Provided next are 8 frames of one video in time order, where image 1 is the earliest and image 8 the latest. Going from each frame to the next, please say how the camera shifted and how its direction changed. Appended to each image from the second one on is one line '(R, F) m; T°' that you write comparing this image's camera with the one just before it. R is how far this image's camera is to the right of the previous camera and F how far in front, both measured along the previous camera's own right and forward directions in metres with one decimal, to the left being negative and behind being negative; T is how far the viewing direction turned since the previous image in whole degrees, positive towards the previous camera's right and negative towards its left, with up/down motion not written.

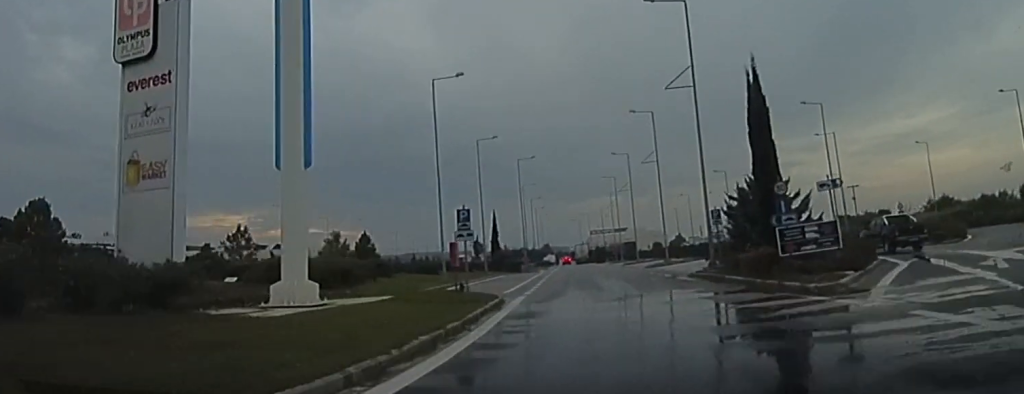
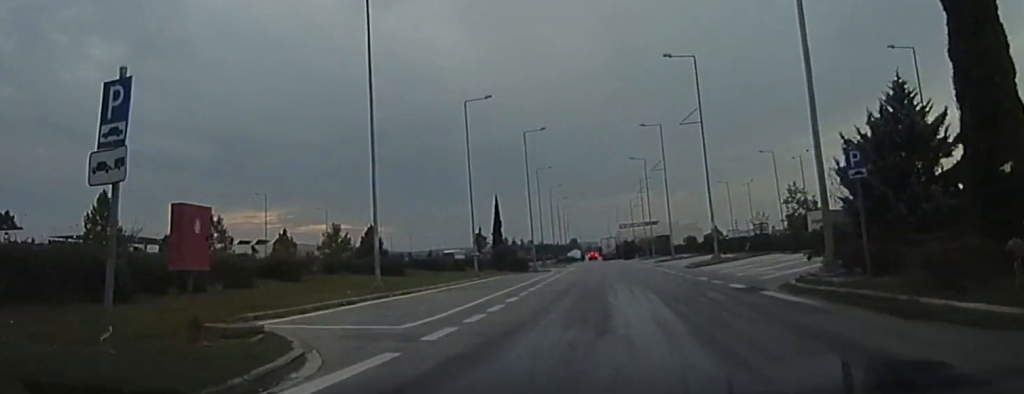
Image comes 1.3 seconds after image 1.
(-0.6, +15.6) m; 0°
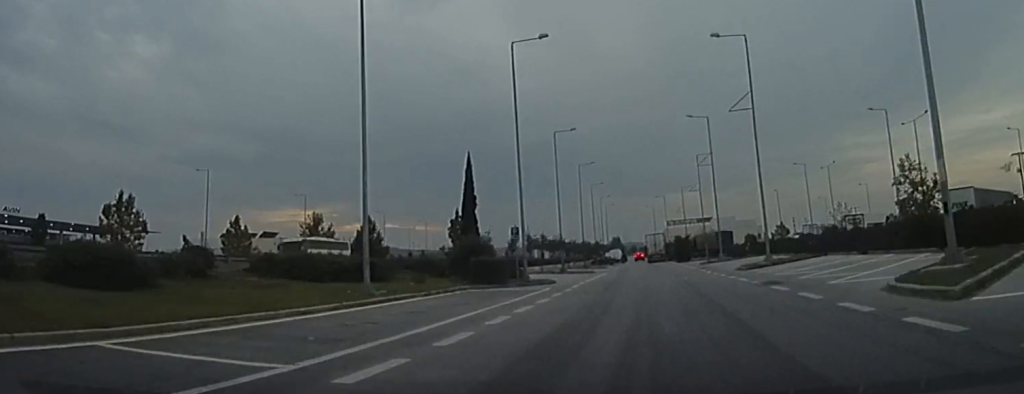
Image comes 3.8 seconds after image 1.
(+0.6, +25.9) m; -1°
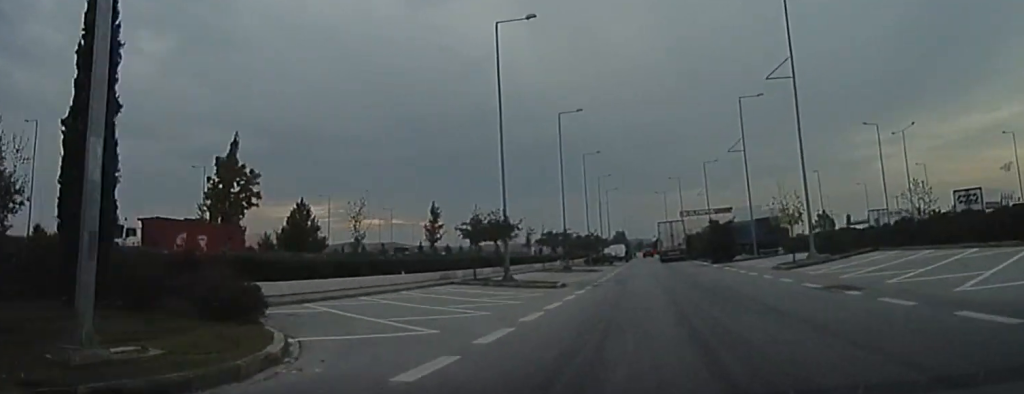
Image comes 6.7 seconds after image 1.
(-1.8, +28.2) m; -2°
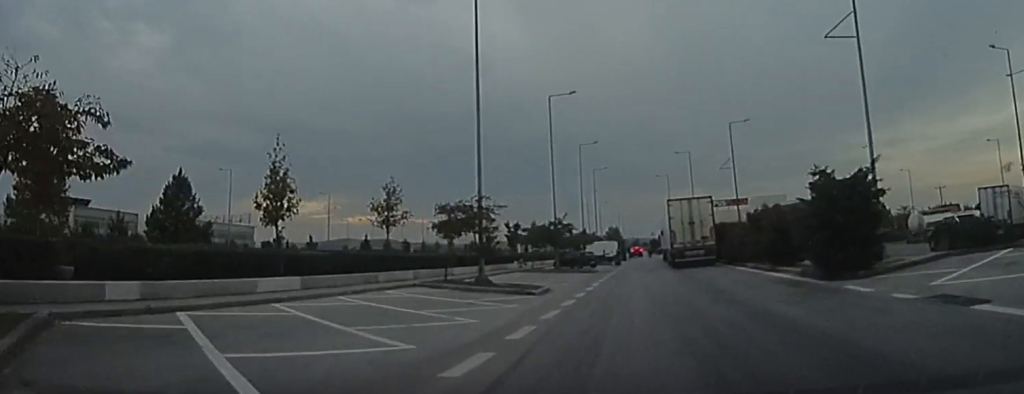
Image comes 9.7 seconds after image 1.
(+1.4, +26.6) m; +2°
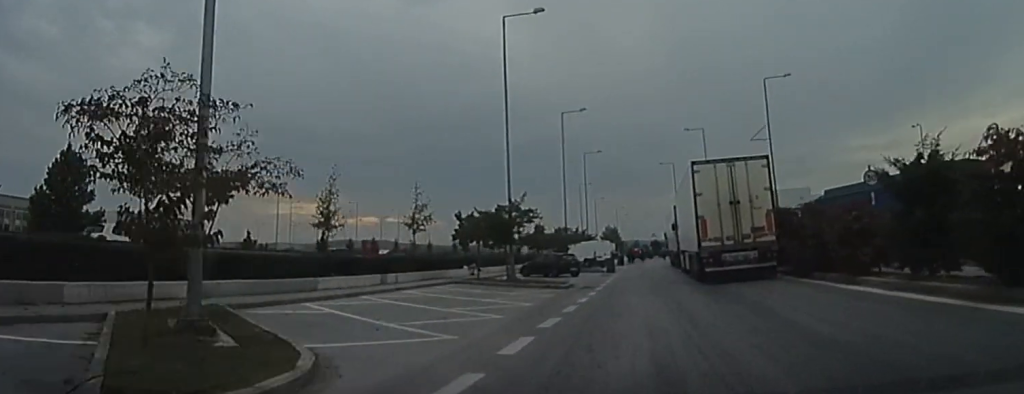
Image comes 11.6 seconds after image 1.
(-1.0, +15.8) m; -4°
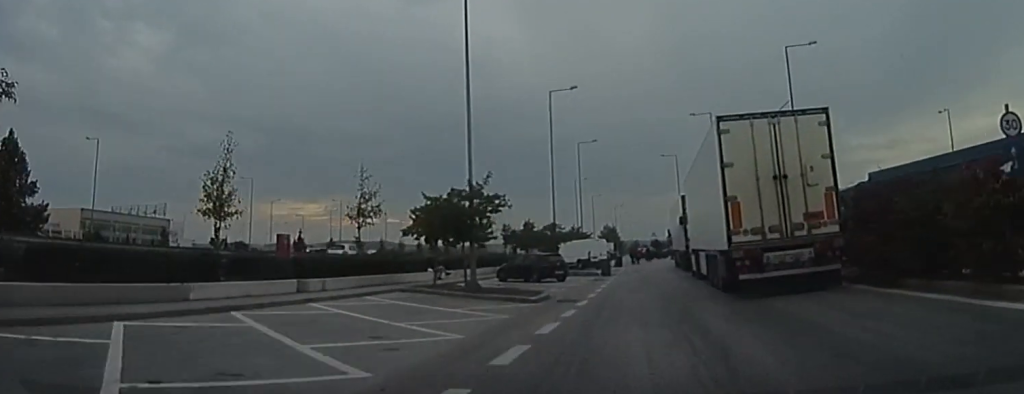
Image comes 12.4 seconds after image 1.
(-0.1, +6.4) m; +1°
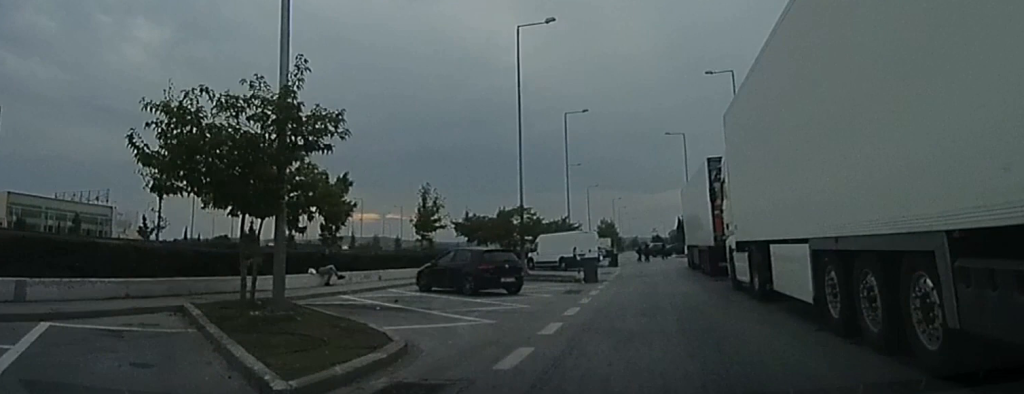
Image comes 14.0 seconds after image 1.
(+0.1, +11.5) m; +3°
